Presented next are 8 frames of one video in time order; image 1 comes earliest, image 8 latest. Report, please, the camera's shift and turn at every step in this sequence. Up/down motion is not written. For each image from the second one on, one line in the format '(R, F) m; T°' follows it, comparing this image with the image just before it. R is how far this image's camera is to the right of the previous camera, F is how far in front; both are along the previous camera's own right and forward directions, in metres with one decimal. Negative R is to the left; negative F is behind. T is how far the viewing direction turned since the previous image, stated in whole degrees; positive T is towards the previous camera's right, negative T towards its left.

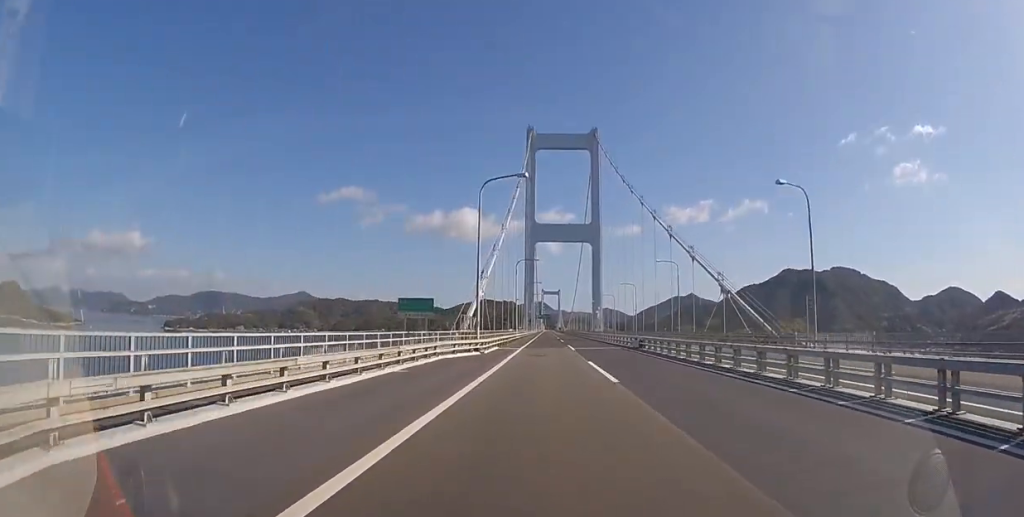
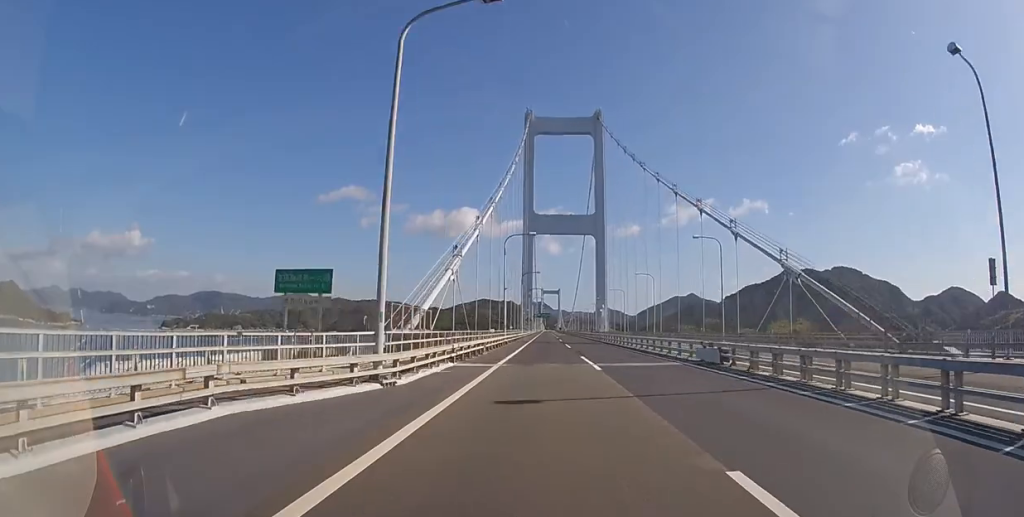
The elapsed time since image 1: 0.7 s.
(0.0, +16.3) m; 0°
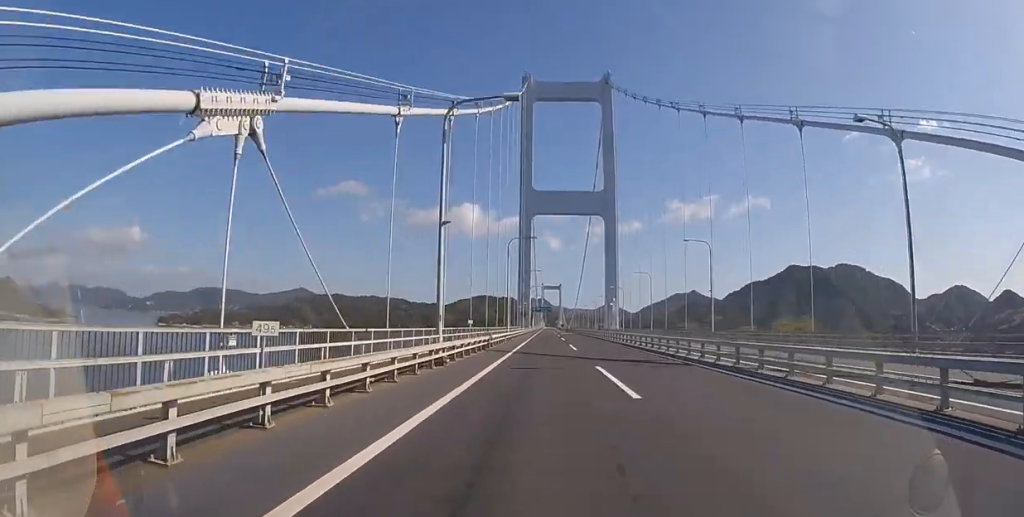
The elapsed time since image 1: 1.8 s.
(0.0, +27.0) m; 0°
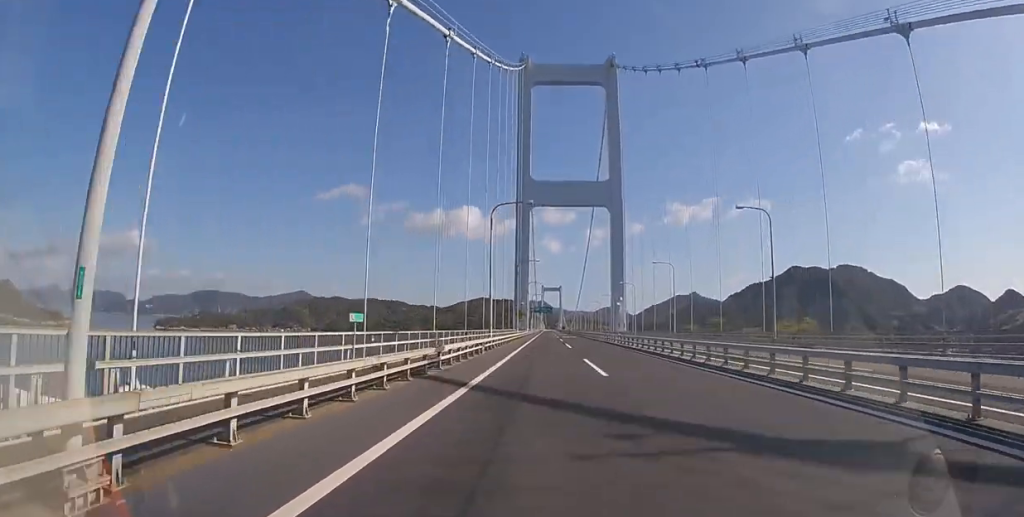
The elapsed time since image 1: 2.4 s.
(0.0, +14.8) m; 0°
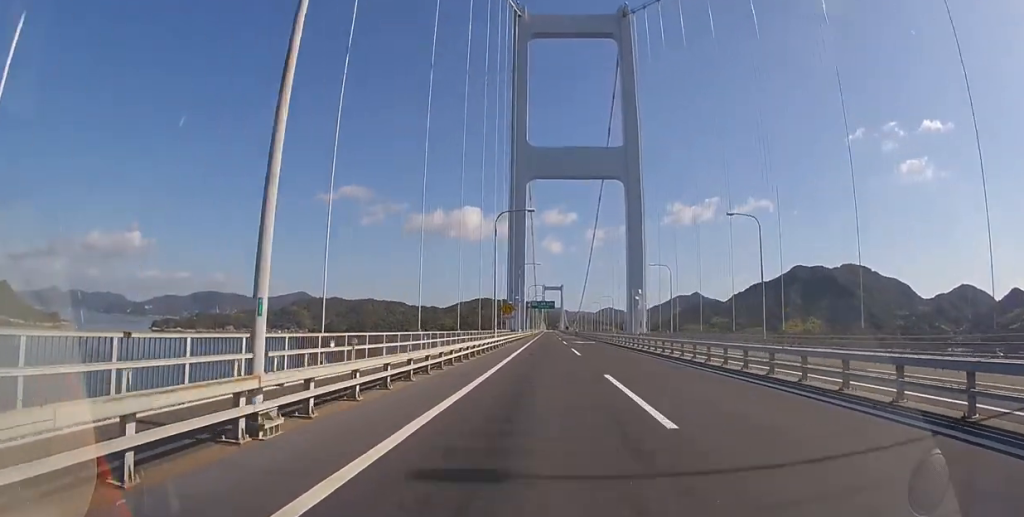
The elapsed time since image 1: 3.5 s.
(0.0, +27.2) m; 0°
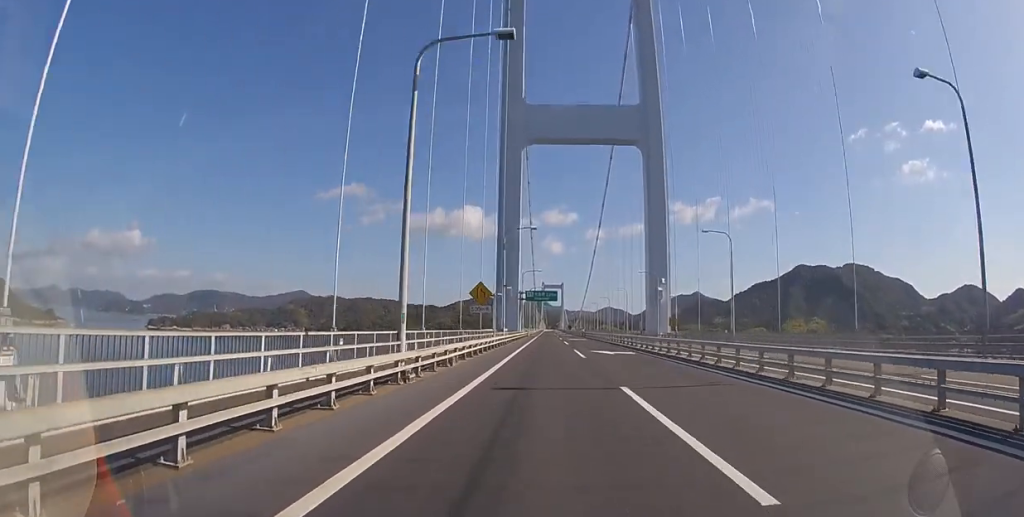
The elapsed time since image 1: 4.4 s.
(-0.1, +23.2) m; 0°
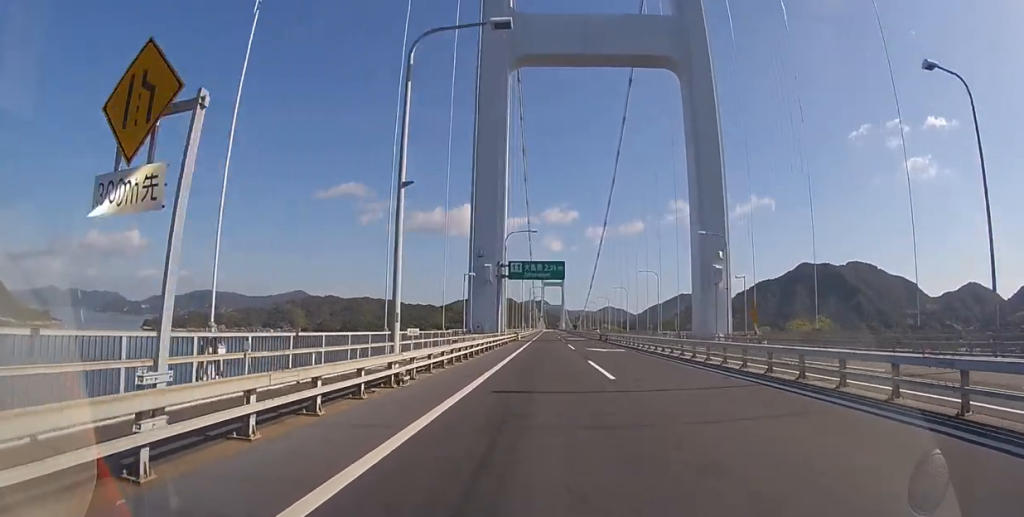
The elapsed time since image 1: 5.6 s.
(+0.1, +29.9) m; 0°
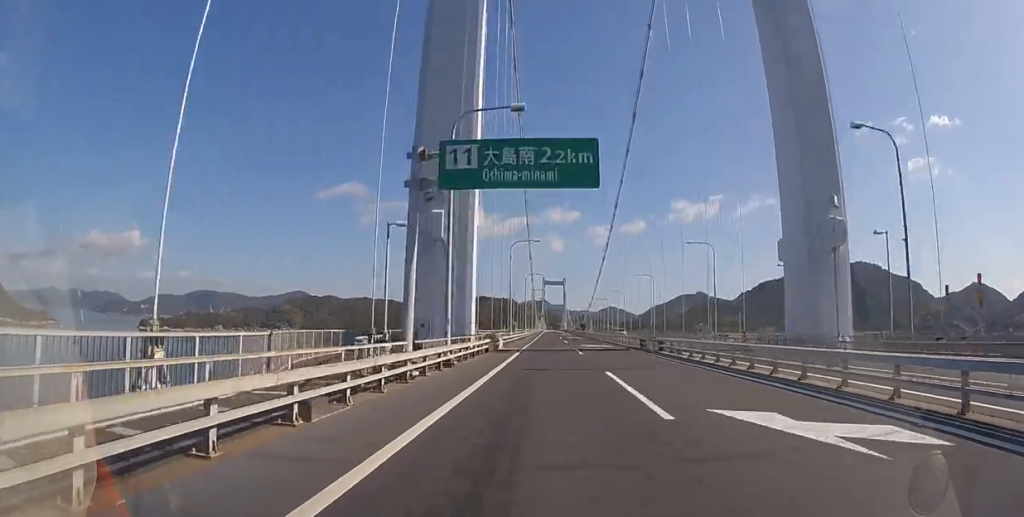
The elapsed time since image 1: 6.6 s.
(0.0, +25.7) m; 0°
